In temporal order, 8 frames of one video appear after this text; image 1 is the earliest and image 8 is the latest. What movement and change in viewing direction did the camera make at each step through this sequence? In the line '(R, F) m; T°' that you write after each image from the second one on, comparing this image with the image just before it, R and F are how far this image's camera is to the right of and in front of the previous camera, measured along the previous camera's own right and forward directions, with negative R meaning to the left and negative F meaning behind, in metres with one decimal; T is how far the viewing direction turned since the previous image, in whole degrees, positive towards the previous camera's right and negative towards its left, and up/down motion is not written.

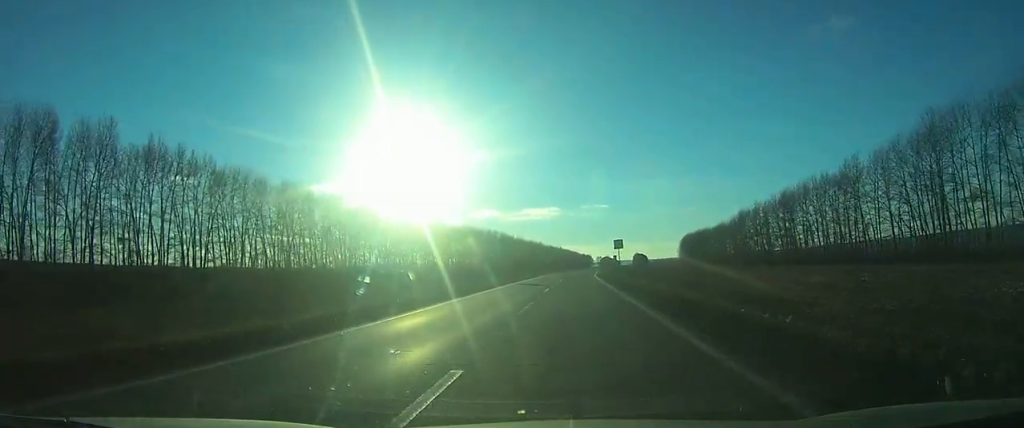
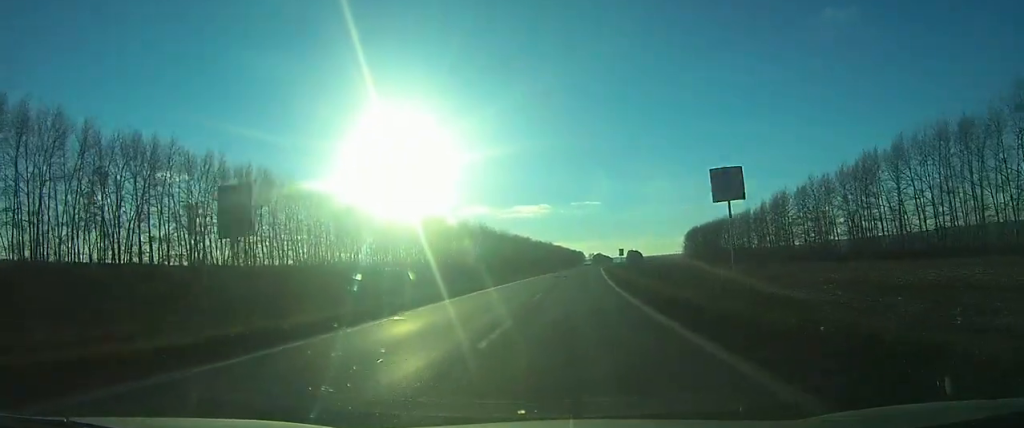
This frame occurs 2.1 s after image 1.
(+0.4, +42.5) m; +1°
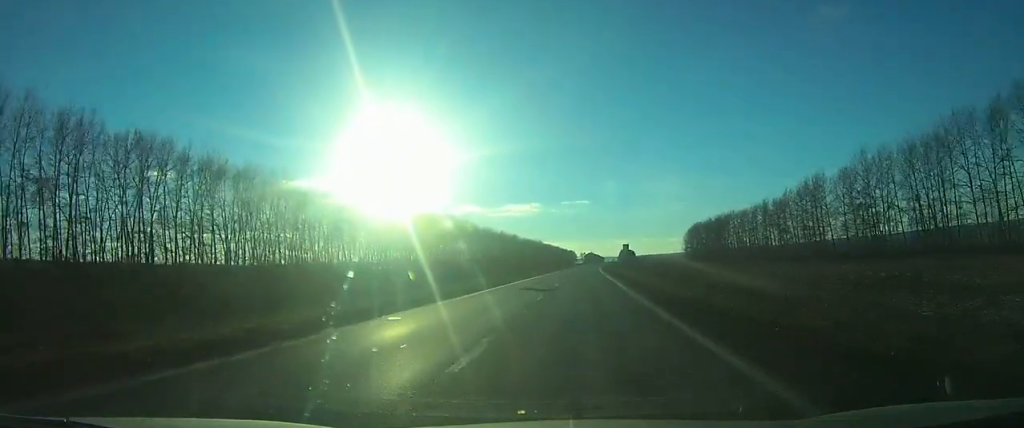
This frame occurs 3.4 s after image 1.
(0.0, +25.7) m; +1°
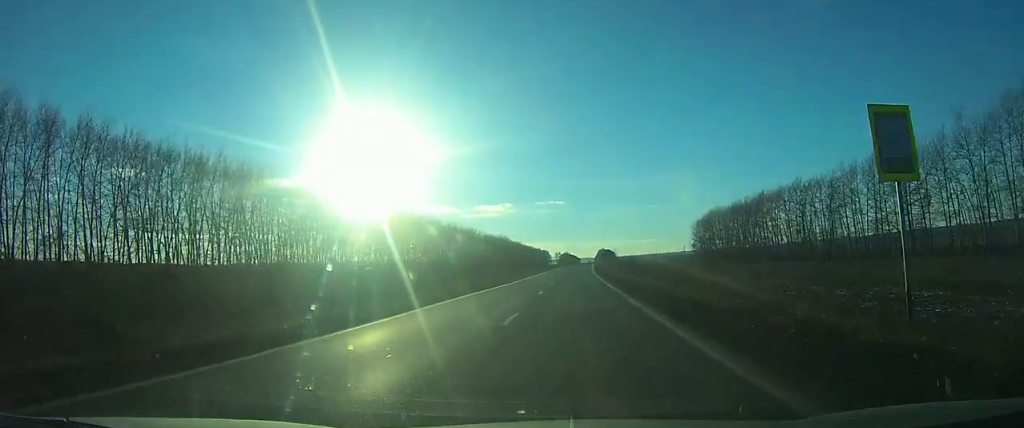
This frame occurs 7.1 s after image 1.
(+1.9, +76.2) m; +3°
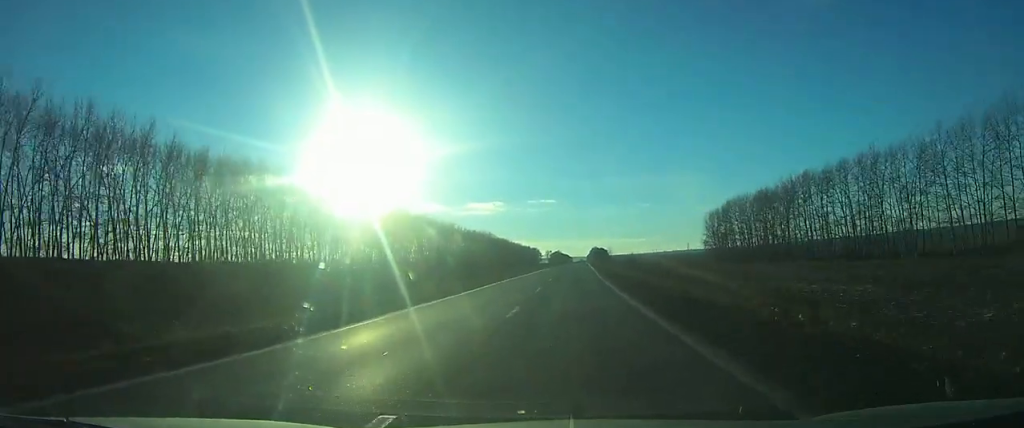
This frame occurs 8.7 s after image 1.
(+0.1, +32.6) m; +1°
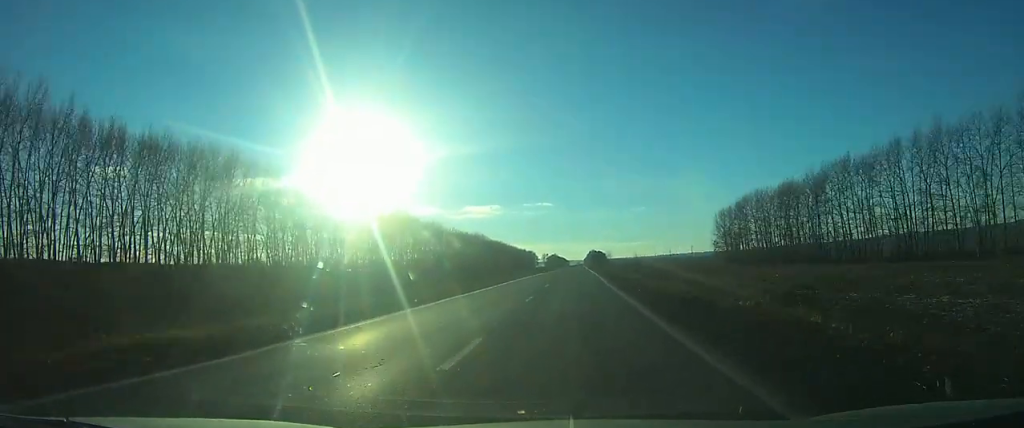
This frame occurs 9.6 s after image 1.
(+0.1, +17.6) m; 0°
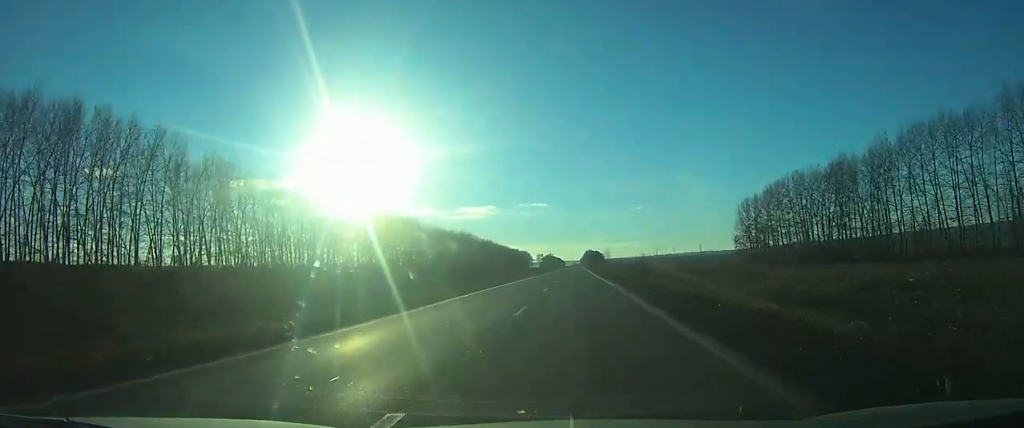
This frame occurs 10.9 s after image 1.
(+0.1, +27.5) m; 0°
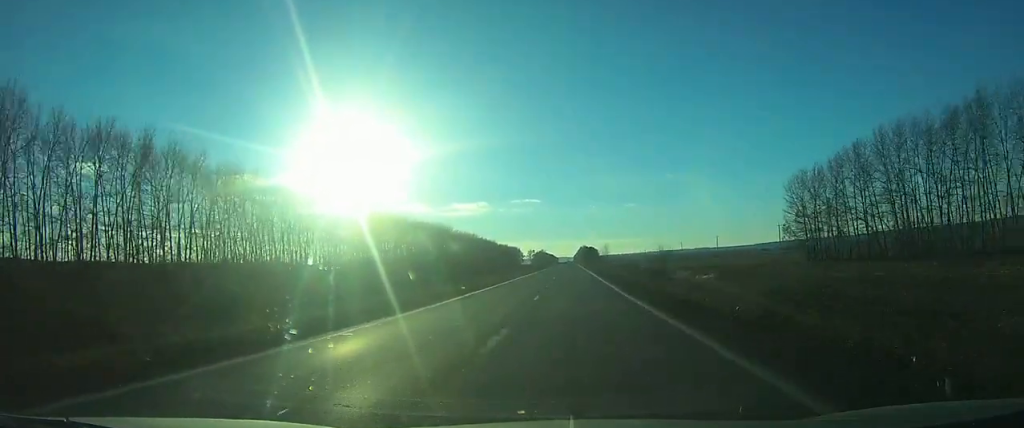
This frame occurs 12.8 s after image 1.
(0.0, +40.3) m; 0°
